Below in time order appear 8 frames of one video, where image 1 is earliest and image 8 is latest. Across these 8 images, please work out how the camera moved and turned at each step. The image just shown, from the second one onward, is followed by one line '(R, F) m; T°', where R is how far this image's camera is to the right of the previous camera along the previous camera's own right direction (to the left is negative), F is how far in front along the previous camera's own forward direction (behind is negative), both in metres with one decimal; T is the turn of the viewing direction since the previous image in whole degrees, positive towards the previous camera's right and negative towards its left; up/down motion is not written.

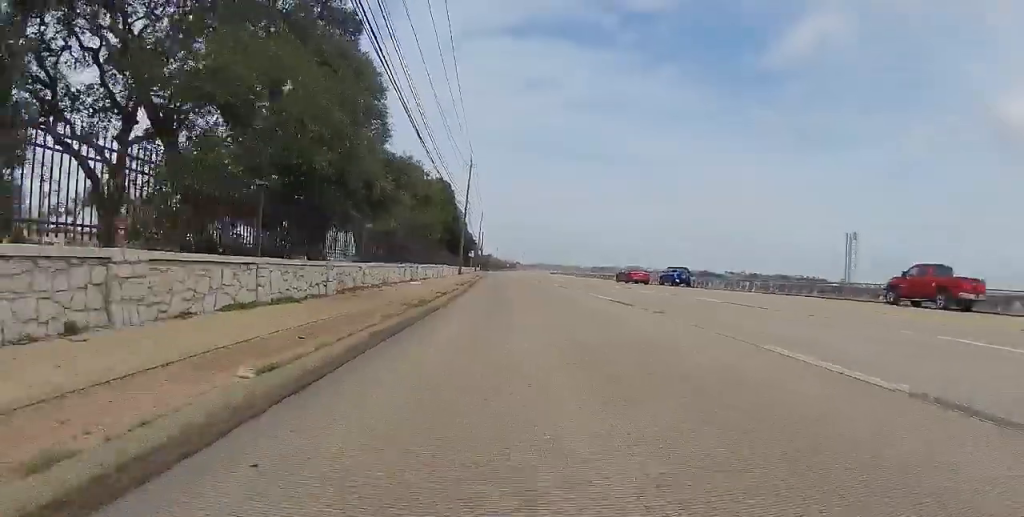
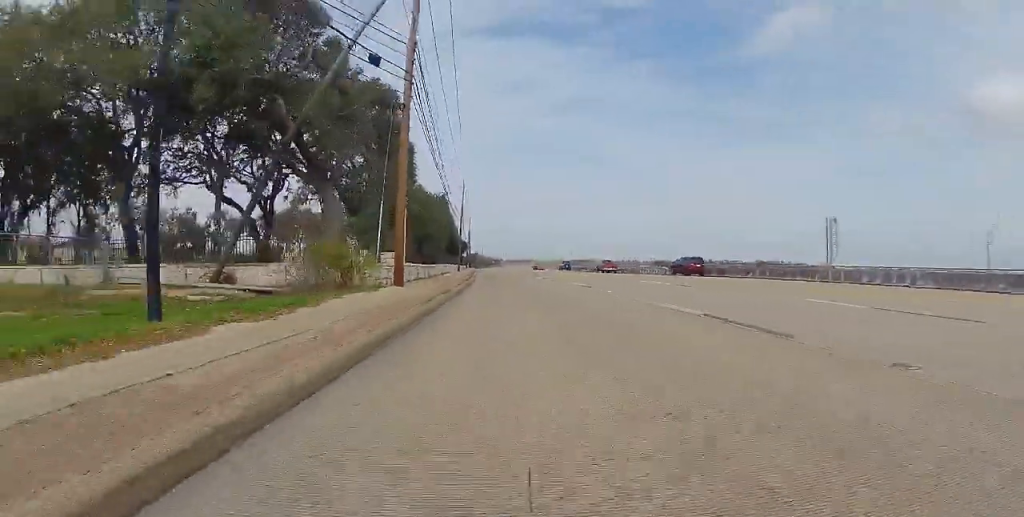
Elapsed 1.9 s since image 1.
(+0.6, +17.0) m; +4°
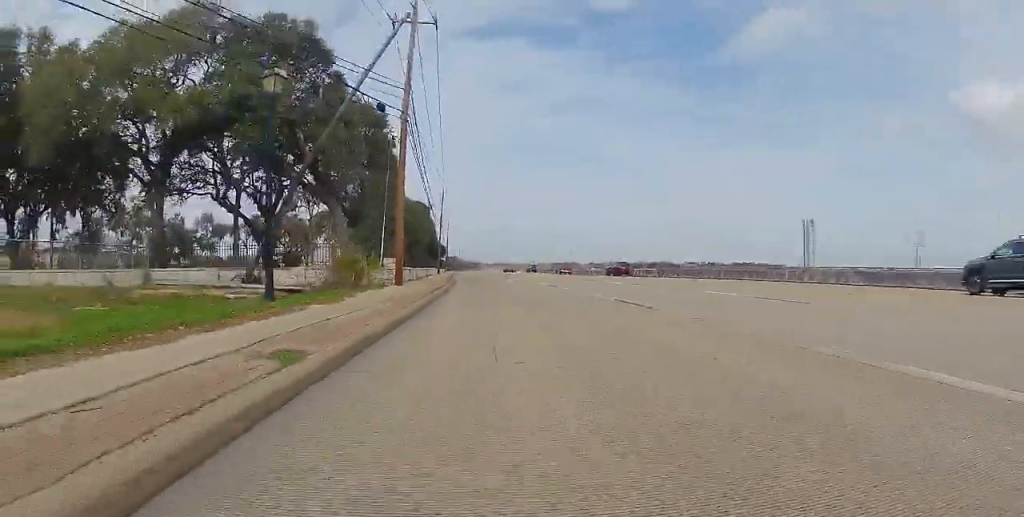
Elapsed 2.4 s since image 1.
(0.0, +4.4) m; 0°
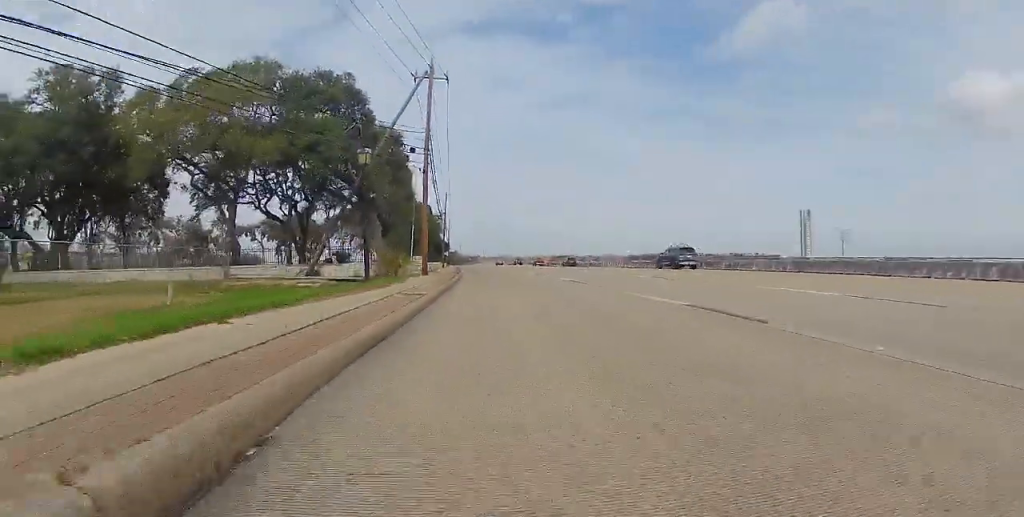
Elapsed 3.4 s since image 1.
(0.0, +8.2) m; 0°
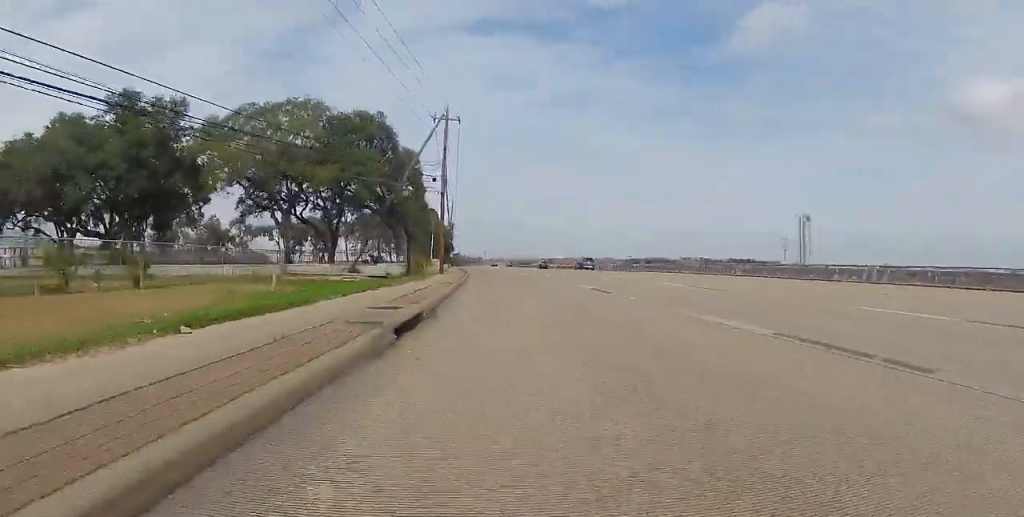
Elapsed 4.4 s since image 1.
(0.0, +9.0) m; -1°
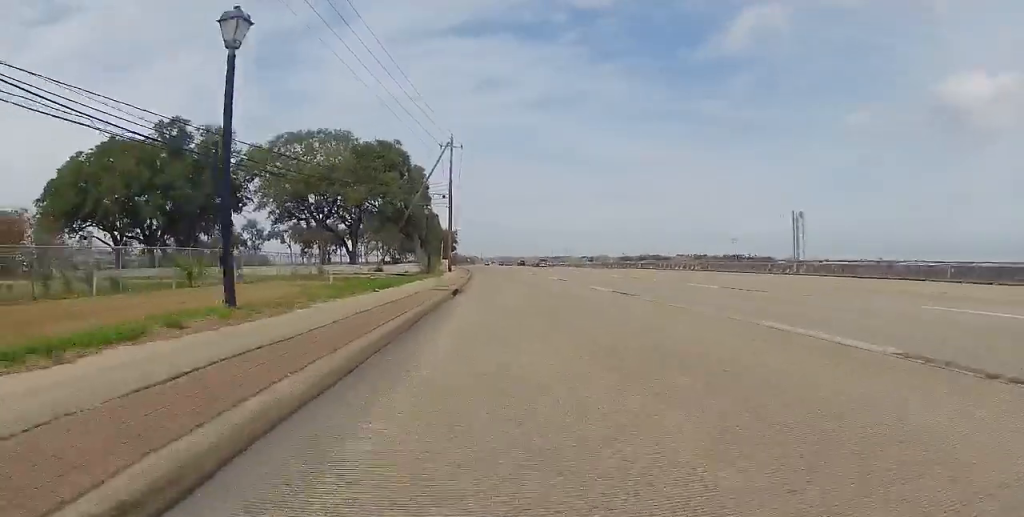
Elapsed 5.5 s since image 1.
(0.0, +10.0) m; +1°
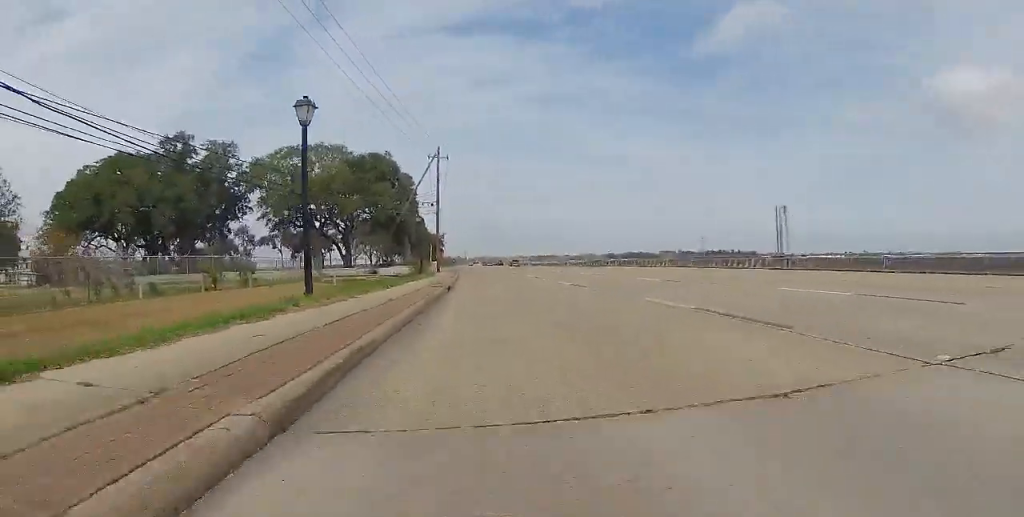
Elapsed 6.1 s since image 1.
(+0.2, +4.7) m; 0°
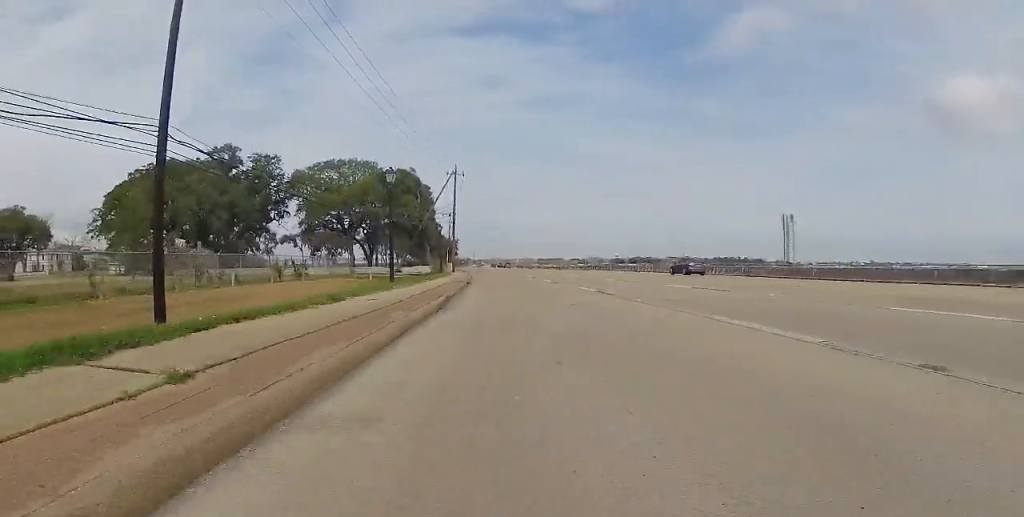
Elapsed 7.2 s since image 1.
(-0.3, +9.5) m; +2°
